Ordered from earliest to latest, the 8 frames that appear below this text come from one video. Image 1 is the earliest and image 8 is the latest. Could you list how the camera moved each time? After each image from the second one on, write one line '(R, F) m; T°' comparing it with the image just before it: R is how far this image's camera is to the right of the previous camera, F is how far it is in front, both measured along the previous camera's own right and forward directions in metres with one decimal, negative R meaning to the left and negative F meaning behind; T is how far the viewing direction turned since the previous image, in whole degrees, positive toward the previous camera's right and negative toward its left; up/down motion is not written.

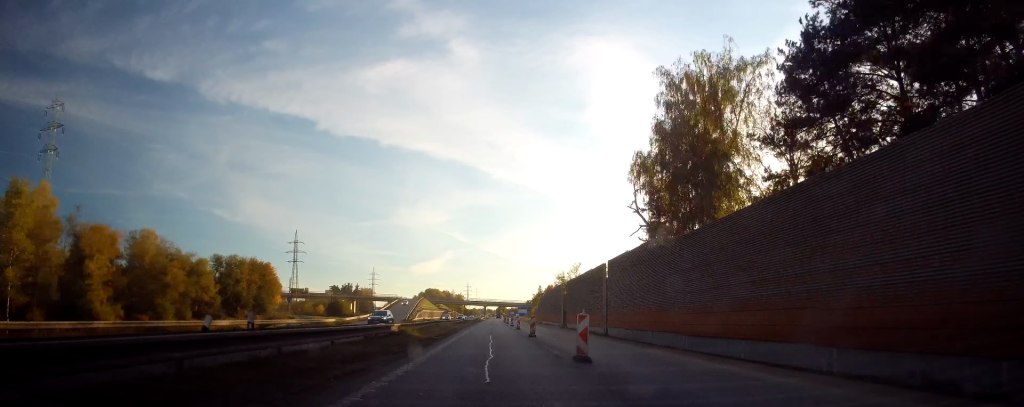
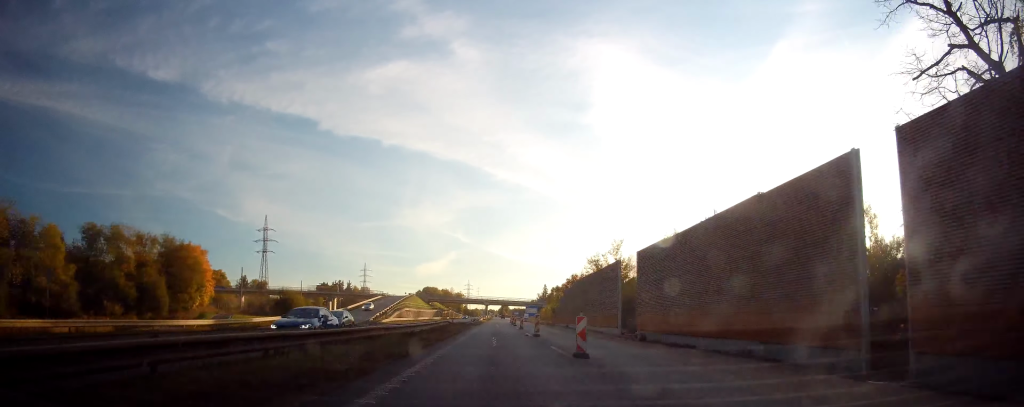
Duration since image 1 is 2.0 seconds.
(-1.2, +32.6) m; -2°
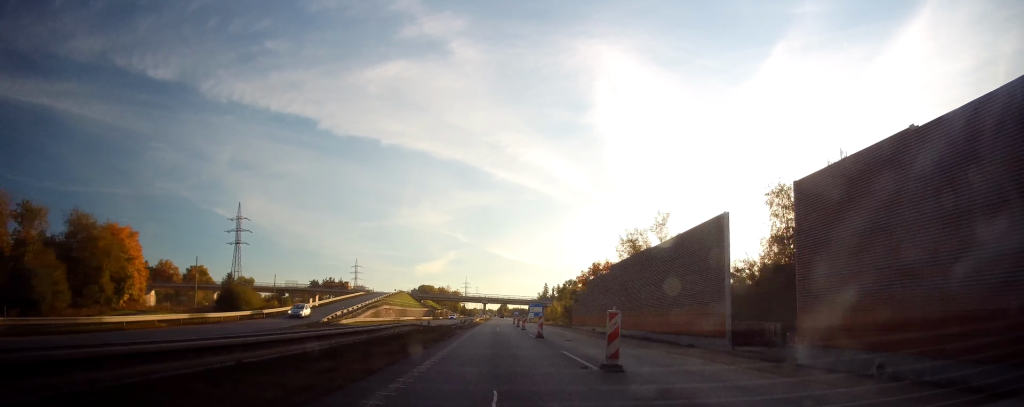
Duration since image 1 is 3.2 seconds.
(+0.5, +20.2) m; +2°
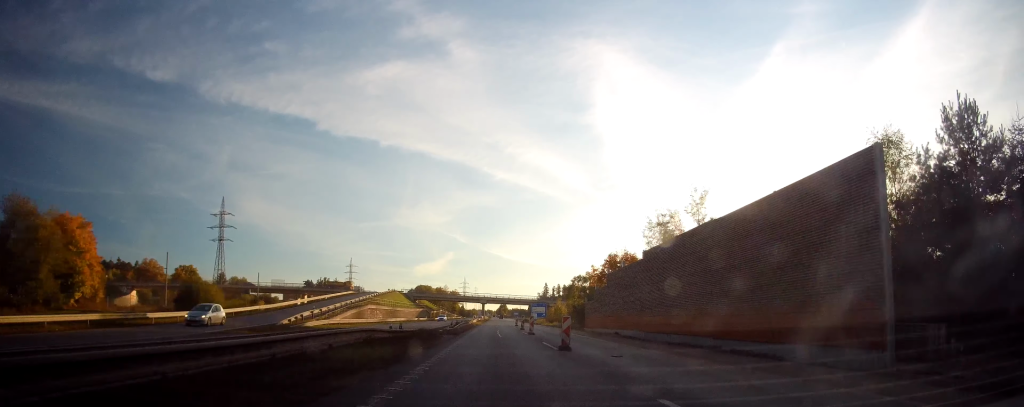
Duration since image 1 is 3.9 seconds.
(+0.2, +10.4) m; -1°
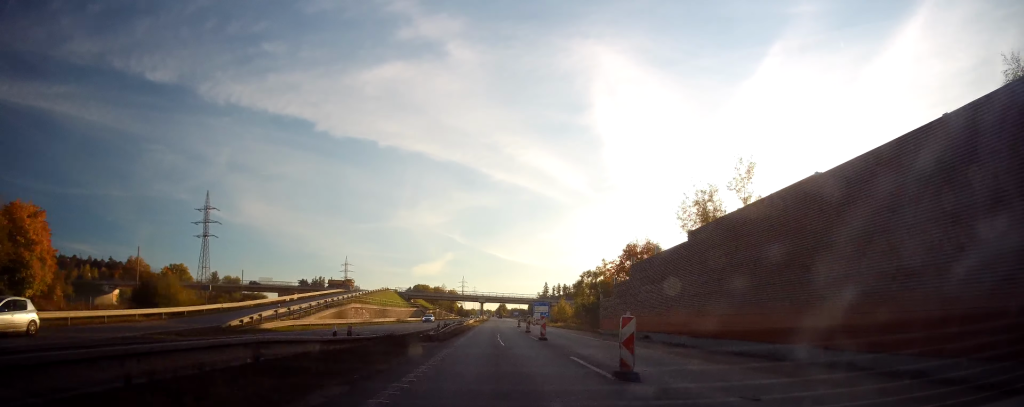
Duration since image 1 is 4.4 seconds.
(-0.2, +8.8) m; -1°
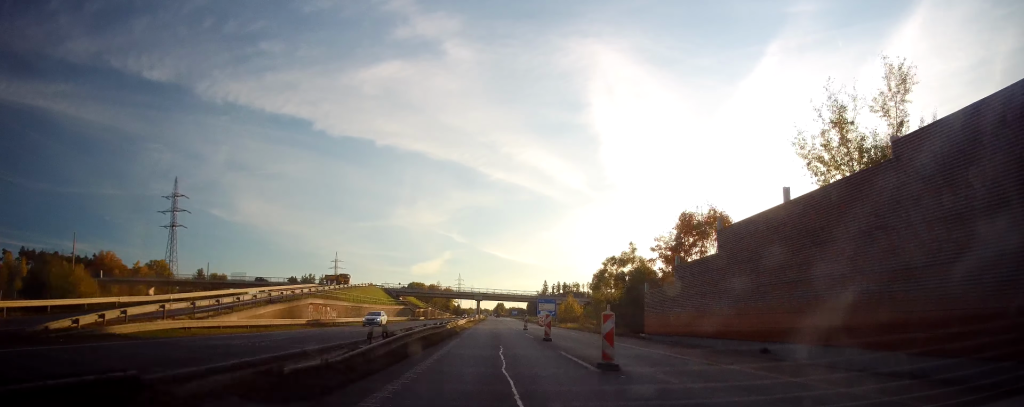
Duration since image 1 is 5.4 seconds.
(-0.3, +16.0) m; 0°
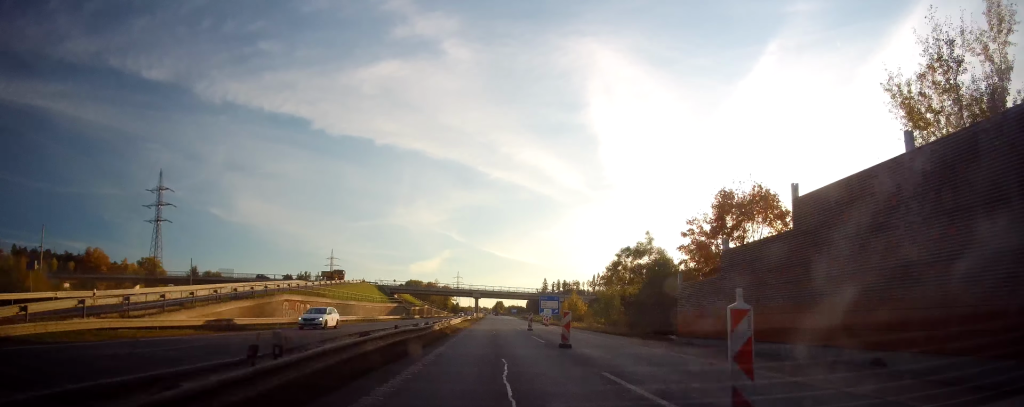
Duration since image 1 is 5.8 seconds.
(-0.1, +6.6) m; +1°
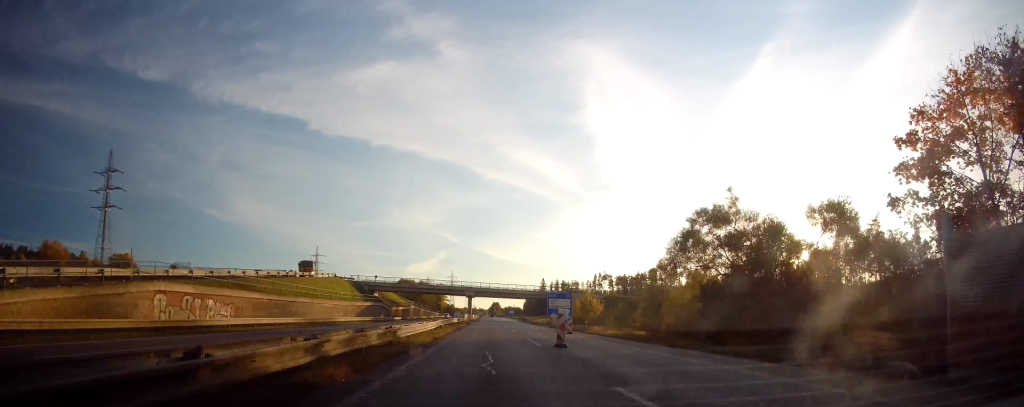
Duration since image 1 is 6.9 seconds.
(+0.6, +19.2) m; +2°
